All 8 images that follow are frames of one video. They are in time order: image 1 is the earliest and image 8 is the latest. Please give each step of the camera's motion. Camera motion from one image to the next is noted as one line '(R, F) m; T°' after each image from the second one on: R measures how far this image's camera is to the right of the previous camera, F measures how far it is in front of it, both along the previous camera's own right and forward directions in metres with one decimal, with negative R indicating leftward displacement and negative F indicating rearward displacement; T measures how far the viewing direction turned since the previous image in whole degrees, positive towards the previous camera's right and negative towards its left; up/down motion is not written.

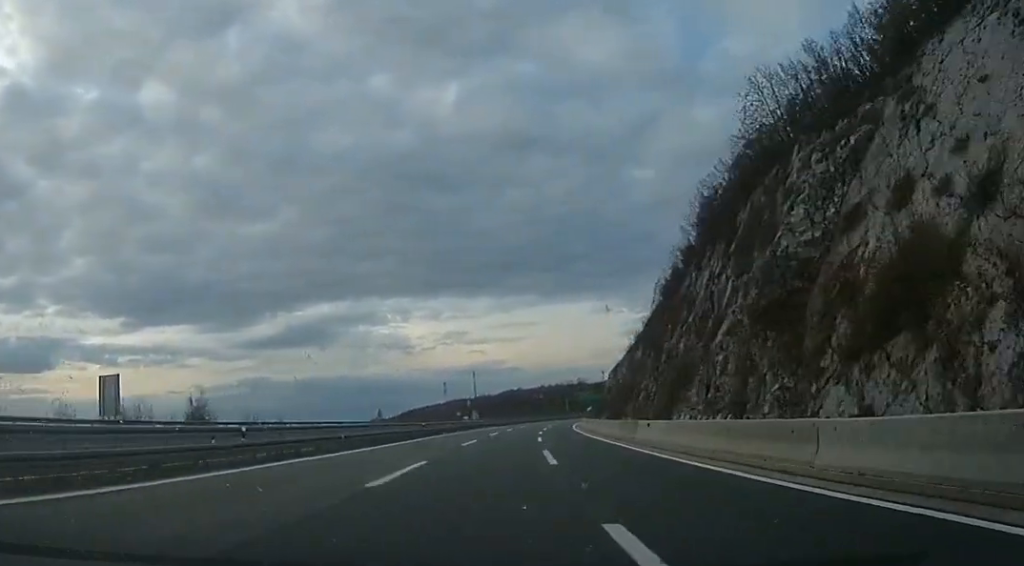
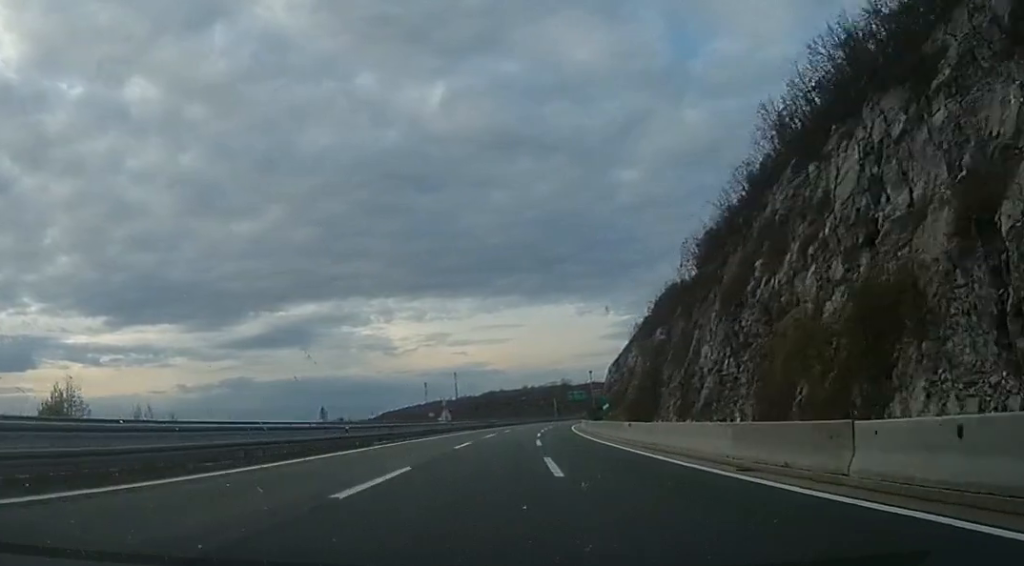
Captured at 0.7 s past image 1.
(-0.2, +19.7) m; +2°
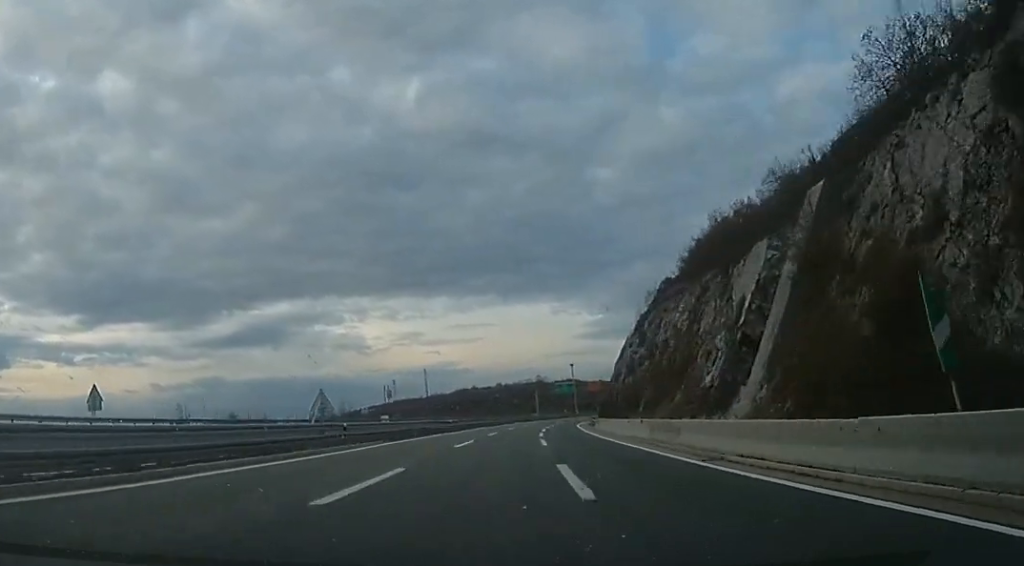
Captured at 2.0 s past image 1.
(+1.7, +36.7) m; +4°
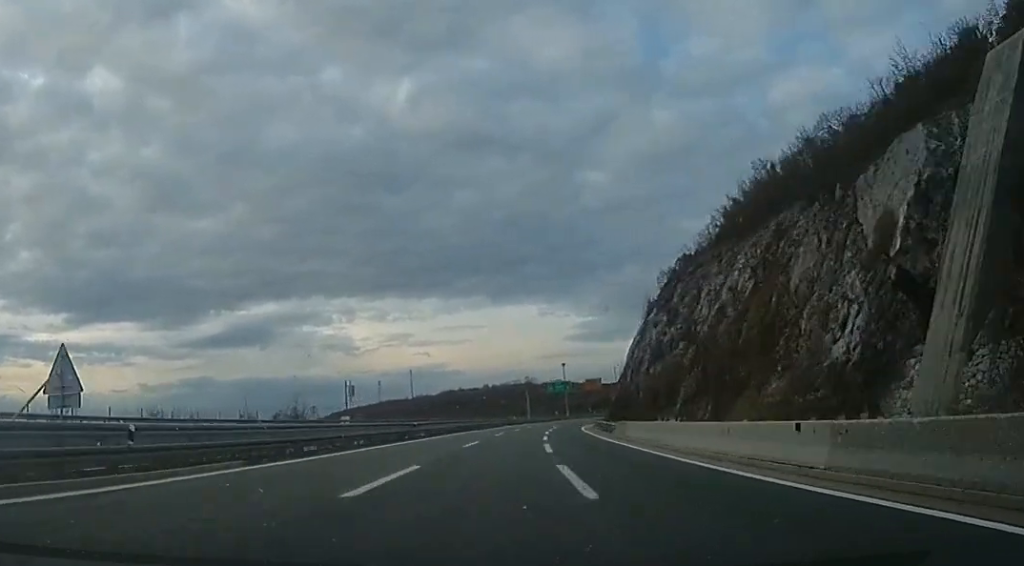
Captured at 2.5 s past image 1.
(+0.3, +16.8) m; +1°
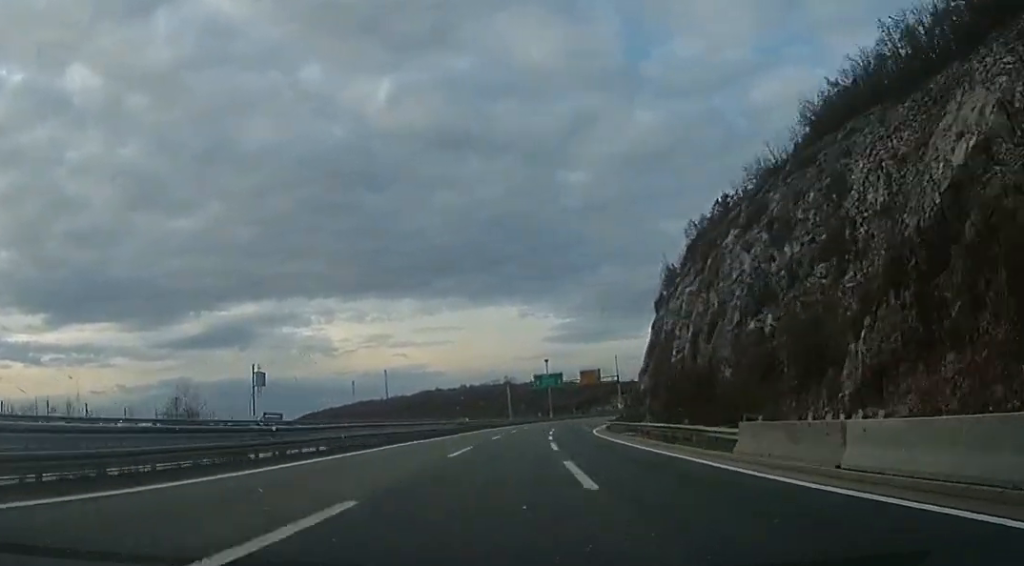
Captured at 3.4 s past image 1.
(+0.1, +24.4) m; 0°
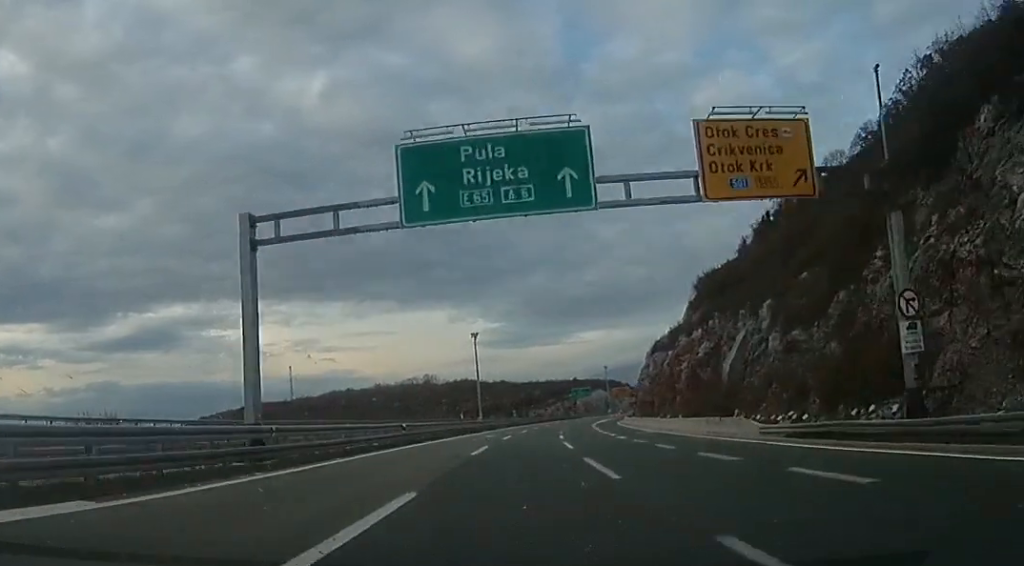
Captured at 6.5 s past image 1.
(+6.3, +87.4) m; +8°
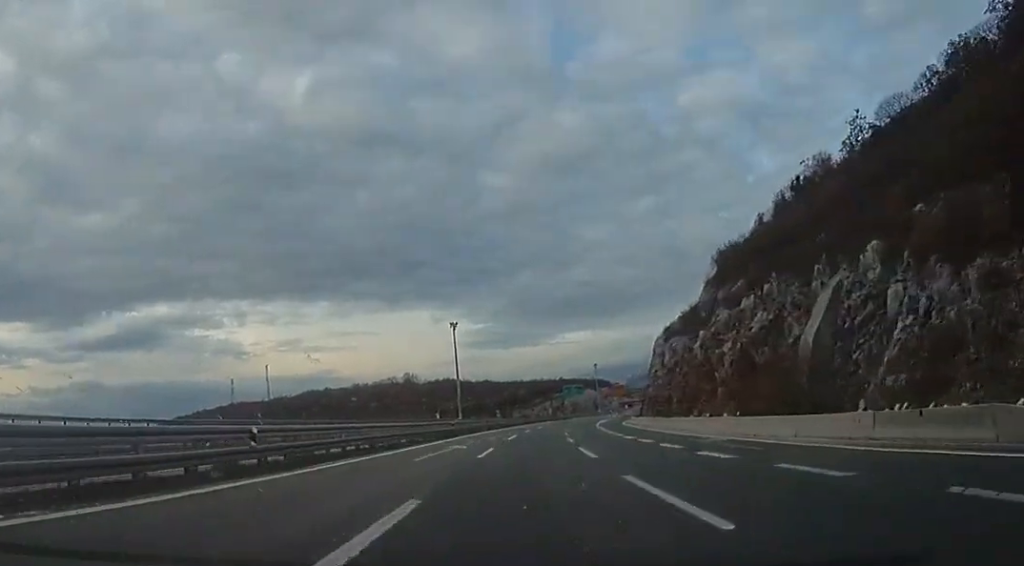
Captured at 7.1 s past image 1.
(0.0, +18.6) m; +1°
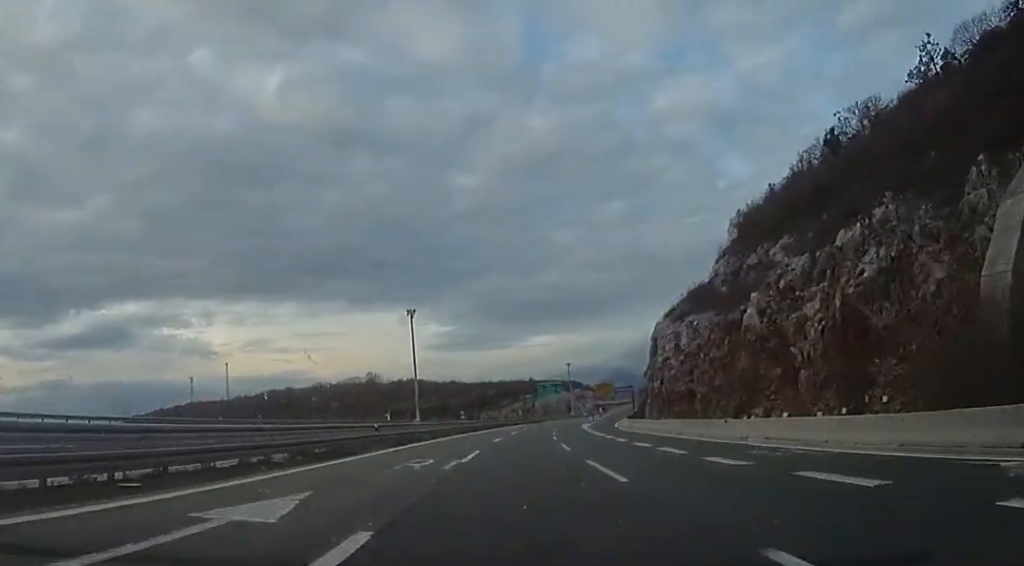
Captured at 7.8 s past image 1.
(-0.4, +20.1) m; +3°
